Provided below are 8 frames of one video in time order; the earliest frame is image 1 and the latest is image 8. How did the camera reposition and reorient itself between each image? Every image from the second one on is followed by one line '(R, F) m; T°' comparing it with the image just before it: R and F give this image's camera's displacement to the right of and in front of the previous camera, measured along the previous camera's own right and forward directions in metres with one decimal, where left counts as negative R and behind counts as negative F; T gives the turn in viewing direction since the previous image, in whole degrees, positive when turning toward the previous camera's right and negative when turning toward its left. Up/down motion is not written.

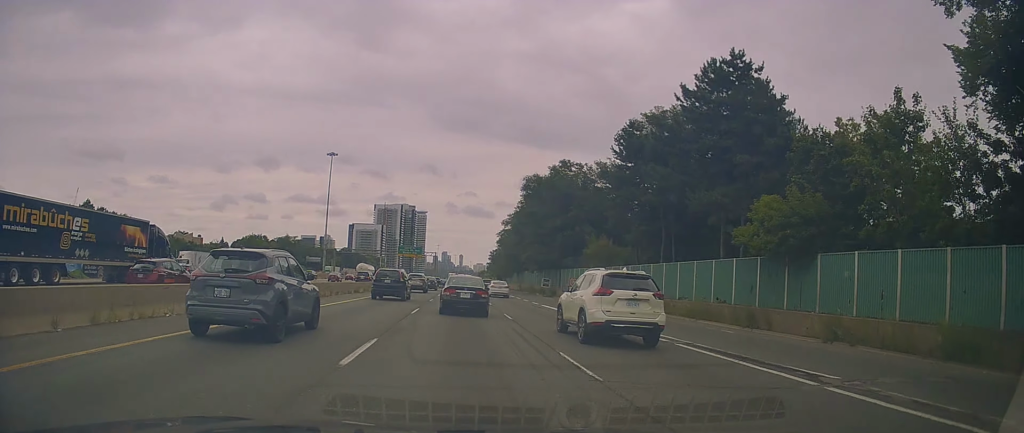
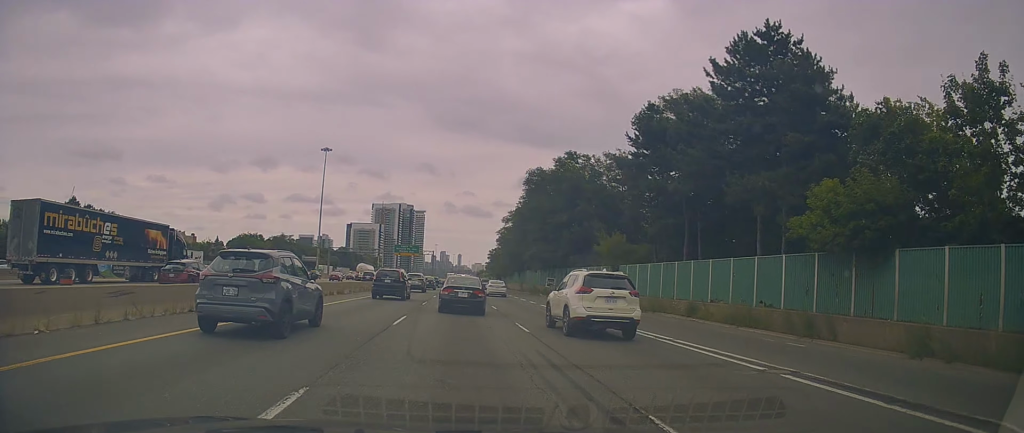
(+0.1, +5.2) m; 0°
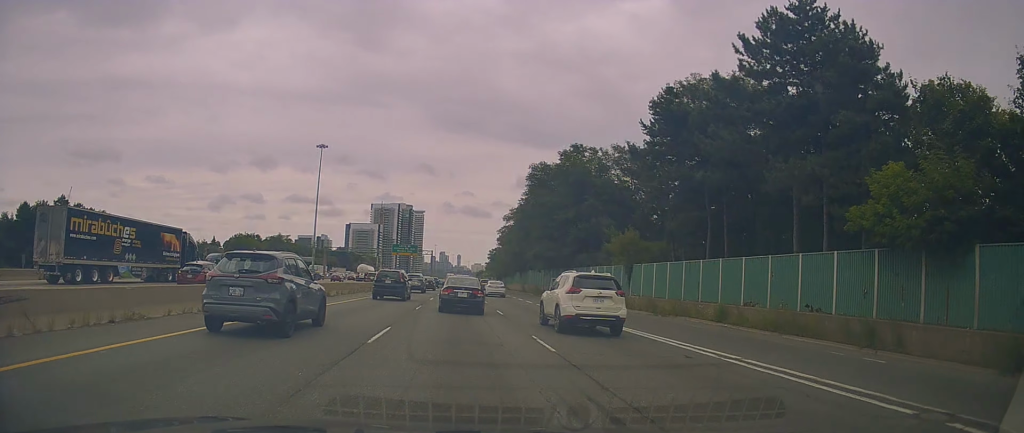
(+0.1, +3.9) m; -1°
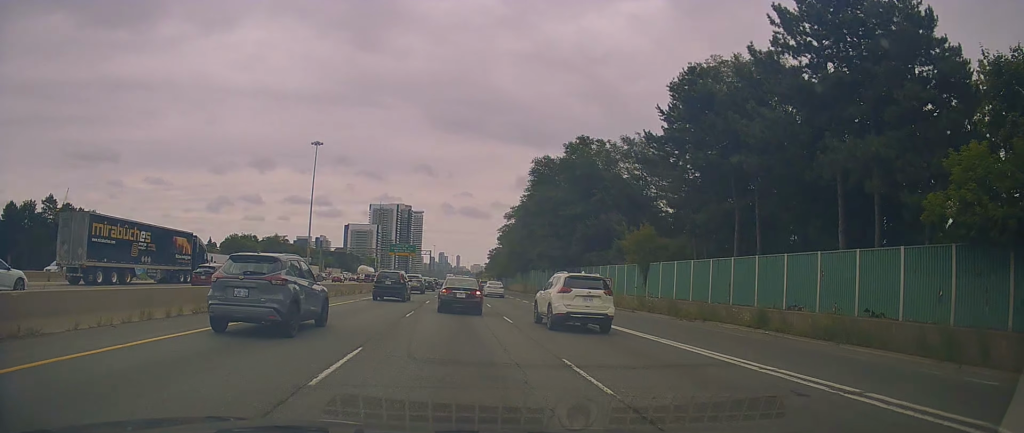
(0.0, +4.0) m; 0°
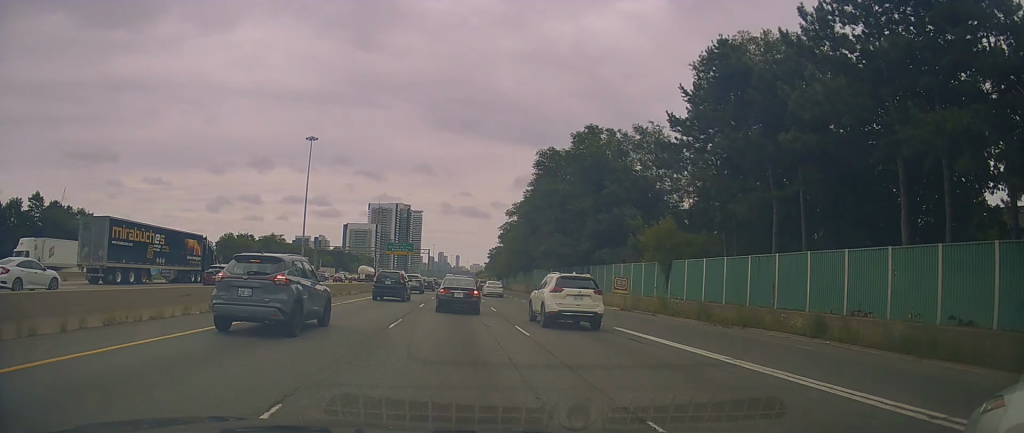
(-0.2, +4.4) m; +2°
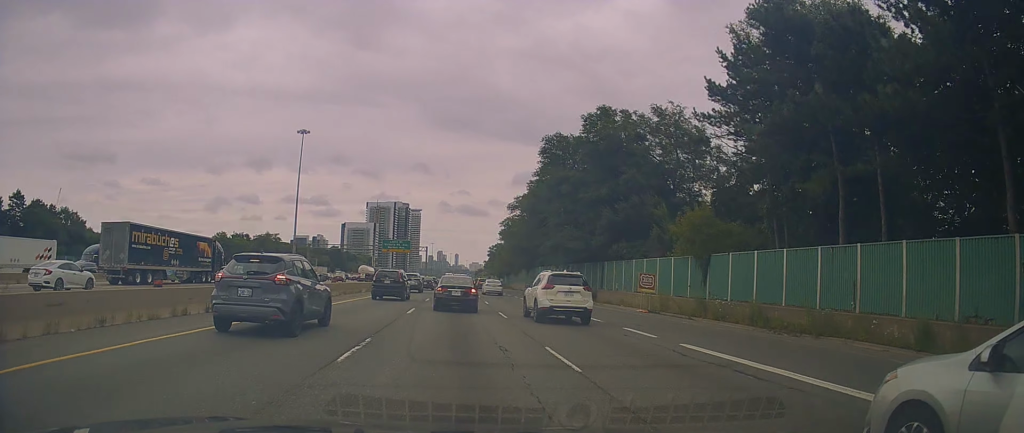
(-0.1, +5.7) m; +2°
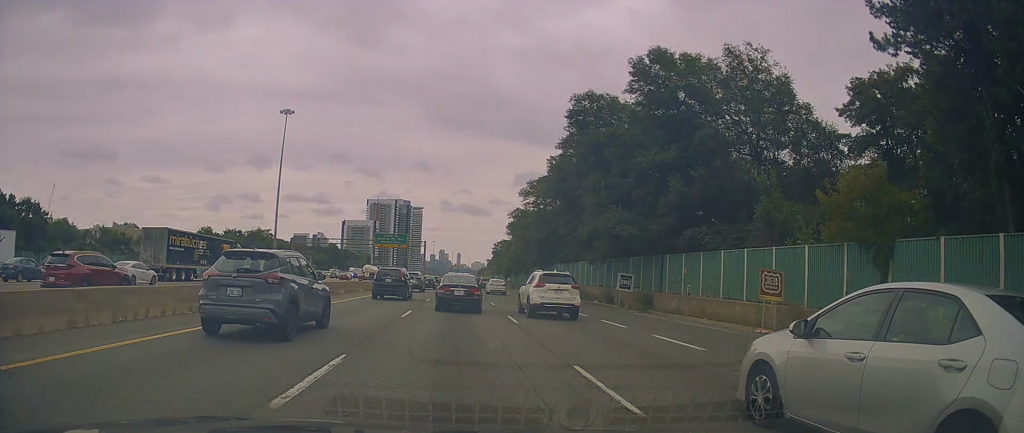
(+0.2, +13.9) m; -2°
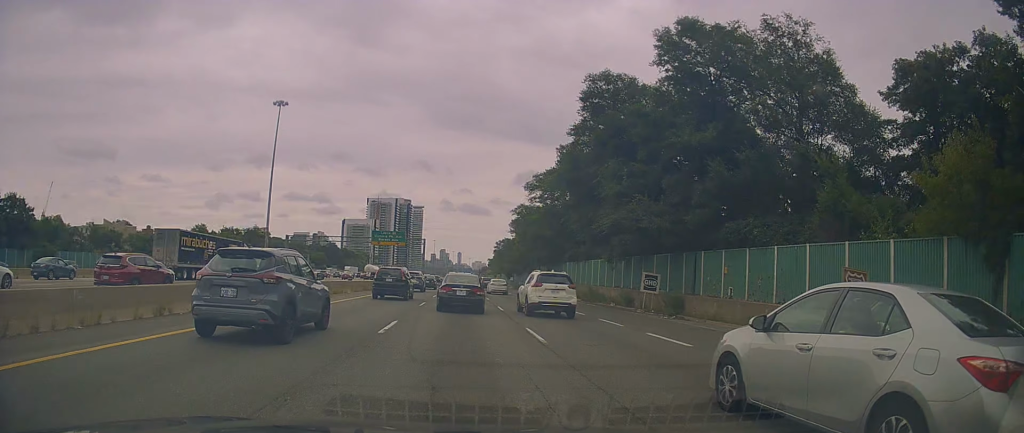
(-0.3, +5.1) m; -1°
